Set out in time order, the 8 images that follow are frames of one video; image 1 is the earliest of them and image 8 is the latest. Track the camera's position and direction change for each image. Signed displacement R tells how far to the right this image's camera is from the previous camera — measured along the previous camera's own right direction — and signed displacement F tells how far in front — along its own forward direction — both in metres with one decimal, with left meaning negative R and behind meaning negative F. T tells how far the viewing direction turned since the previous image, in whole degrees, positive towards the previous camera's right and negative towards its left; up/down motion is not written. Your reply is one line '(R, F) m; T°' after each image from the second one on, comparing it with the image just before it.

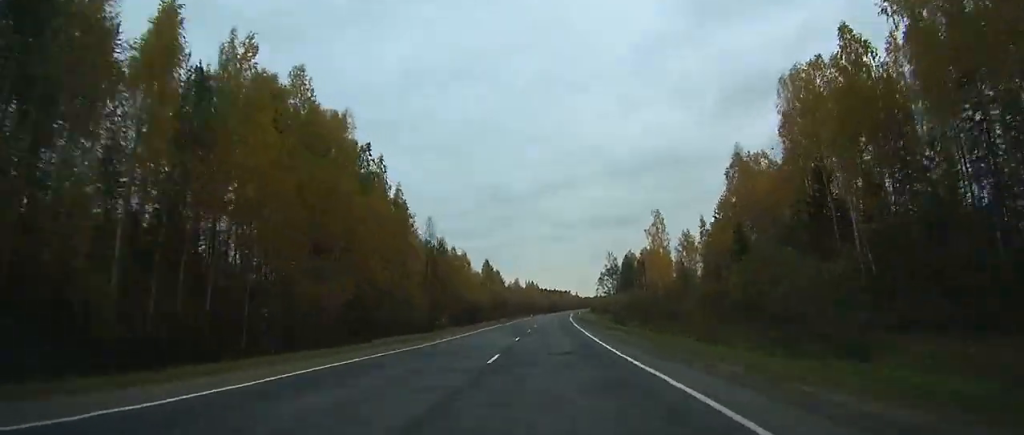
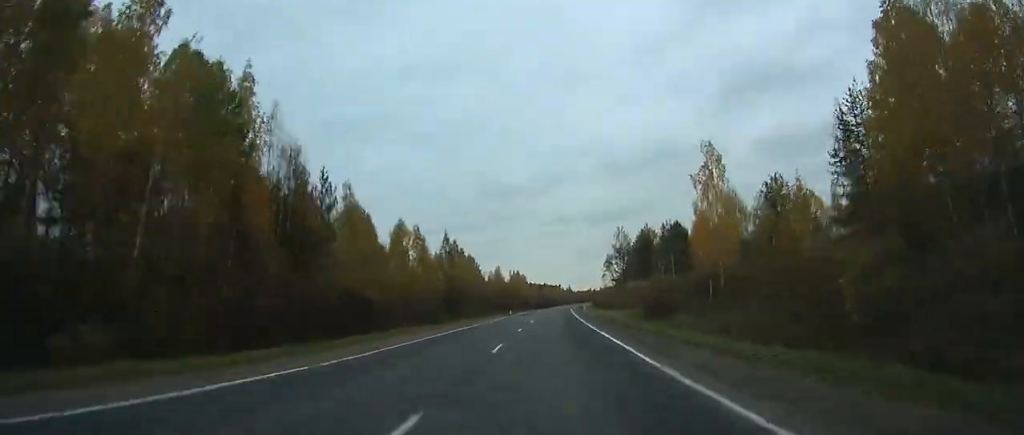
(+0.8, +48.8) m; +1°
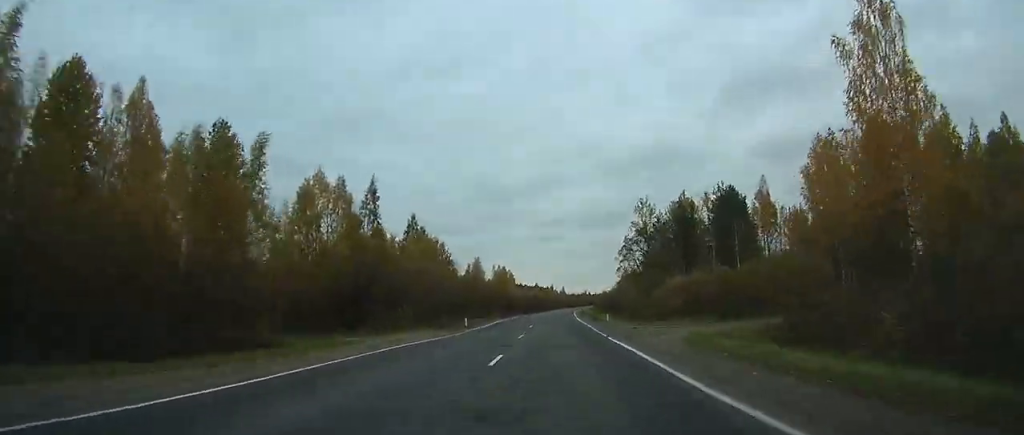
(+0.2, +39.4) m; +1°
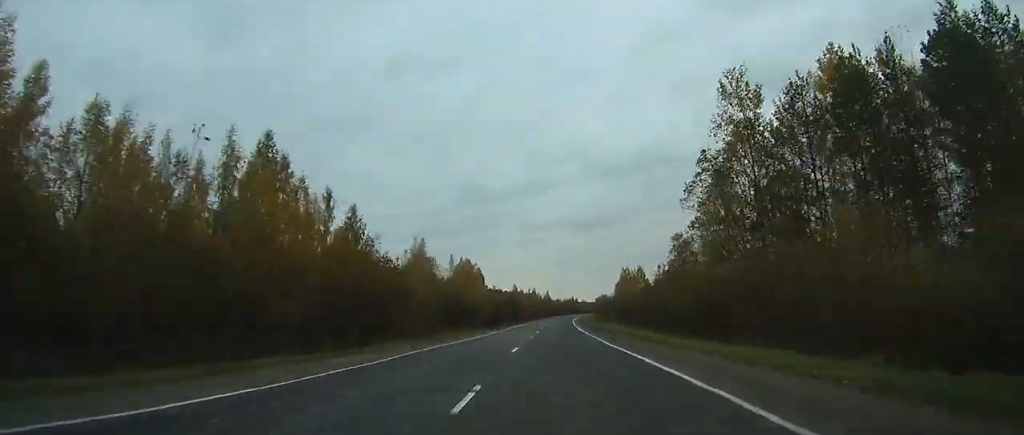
(+0.5, +50.5) m; +1°
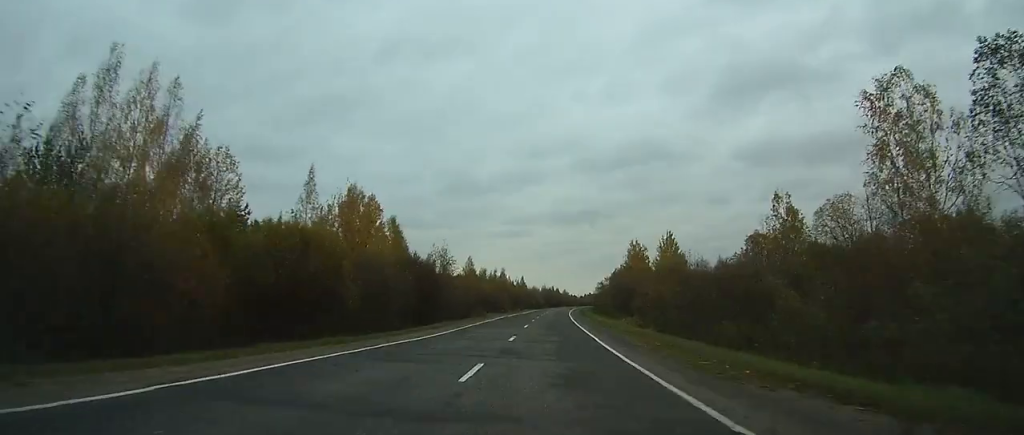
(+1.2, +65.9) m; +2°
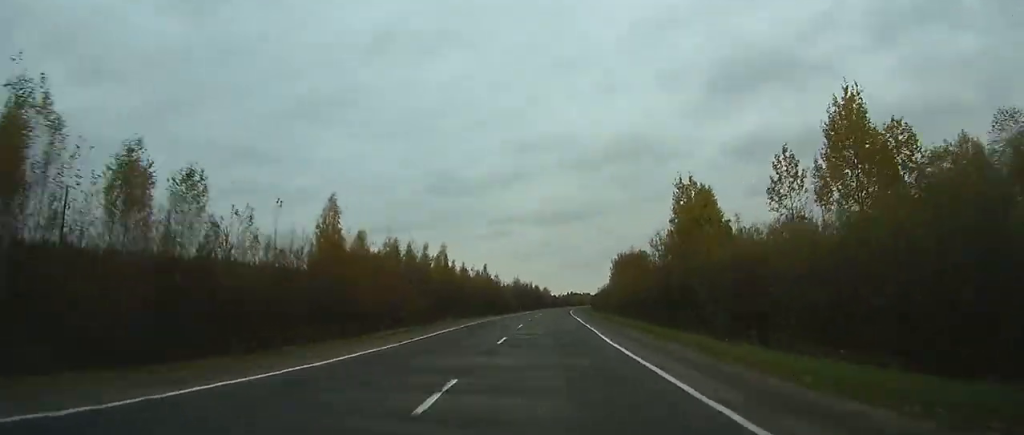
(+1.7, +77.9) m; +2°
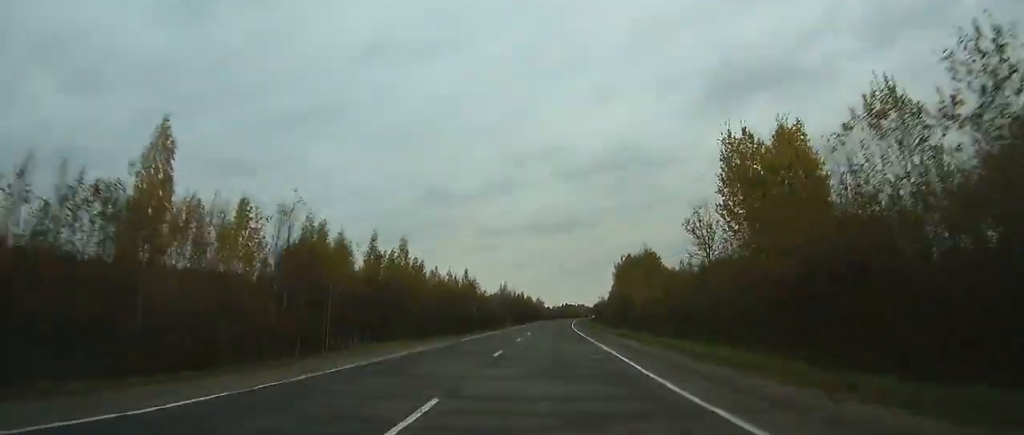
(+0.1, +26.0) m; +1°
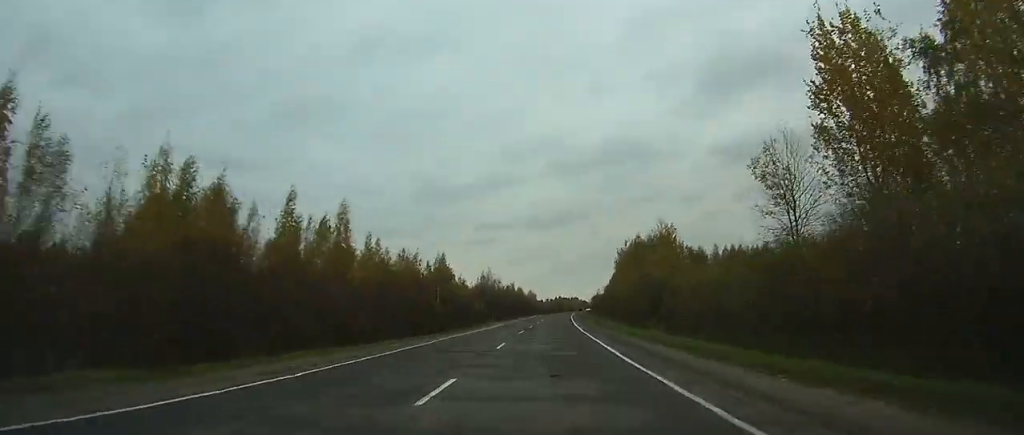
(+0.2, +21.9) m; +1°
